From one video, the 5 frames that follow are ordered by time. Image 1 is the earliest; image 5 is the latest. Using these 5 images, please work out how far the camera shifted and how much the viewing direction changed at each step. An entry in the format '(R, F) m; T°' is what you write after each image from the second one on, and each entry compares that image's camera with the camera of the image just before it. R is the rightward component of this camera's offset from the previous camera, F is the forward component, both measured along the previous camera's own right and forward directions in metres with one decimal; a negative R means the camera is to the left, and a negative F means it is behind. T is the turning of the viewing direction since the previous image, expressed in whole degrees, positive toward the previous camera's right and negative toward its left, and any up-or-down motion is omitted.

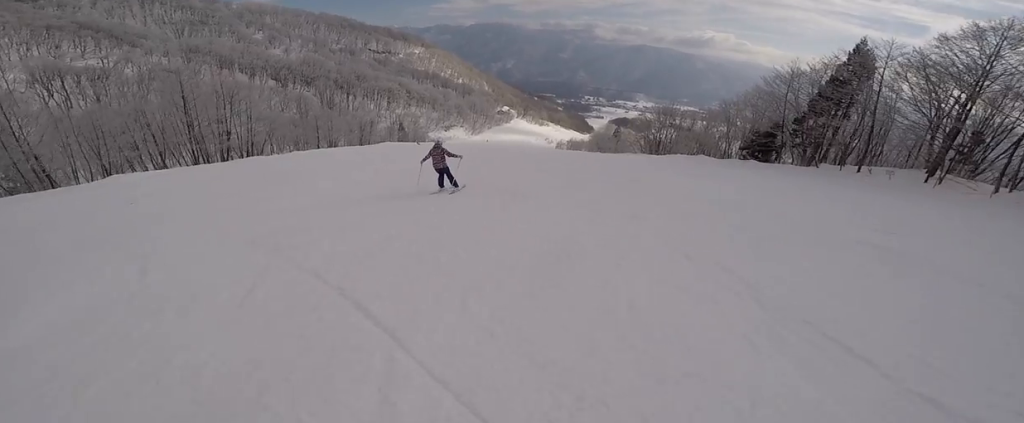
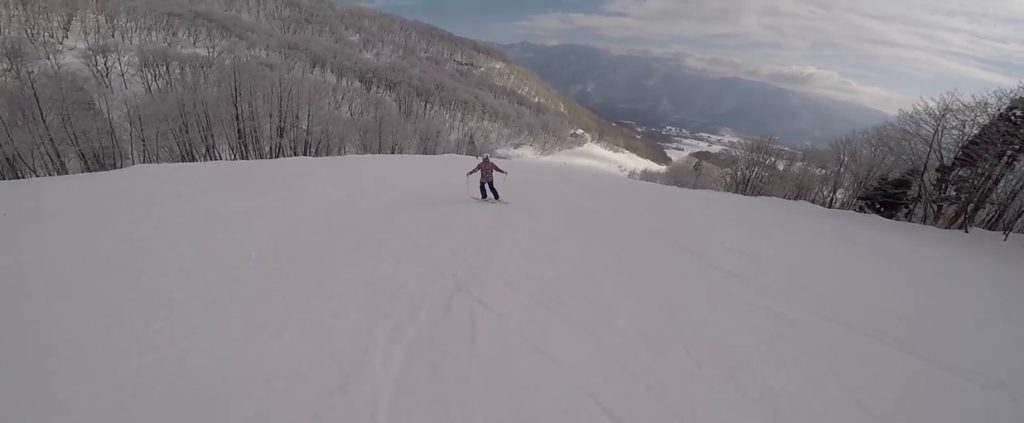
(-0.6, +6.1) m; -20°
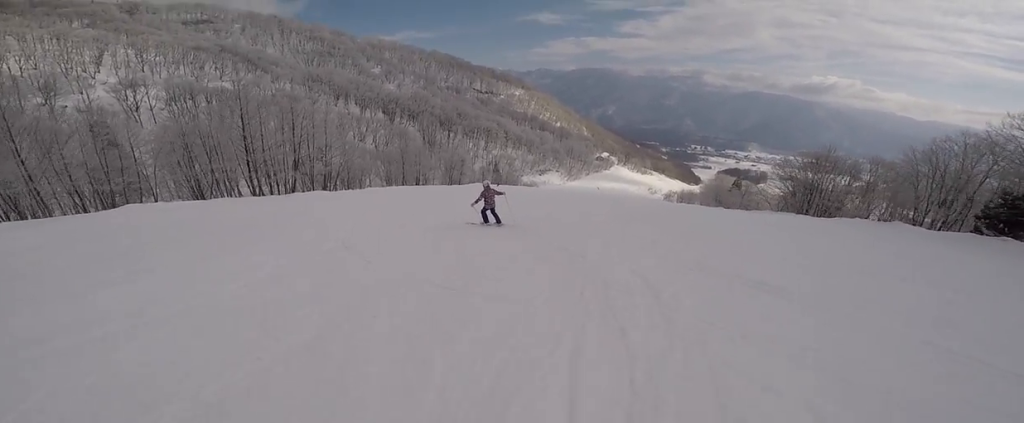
(-1.1, +5.2) m; -24°
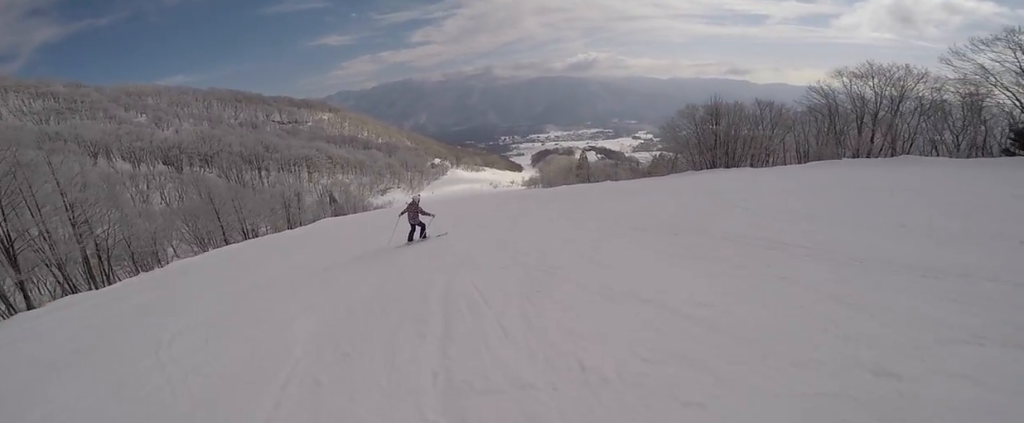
(-4.6, +15.6) m; +4°
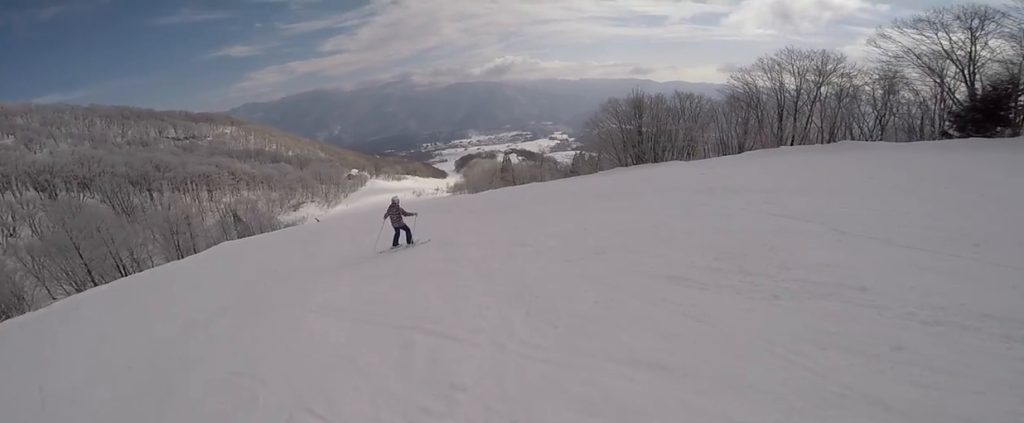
(+1.1, +5.1) m; +12°
